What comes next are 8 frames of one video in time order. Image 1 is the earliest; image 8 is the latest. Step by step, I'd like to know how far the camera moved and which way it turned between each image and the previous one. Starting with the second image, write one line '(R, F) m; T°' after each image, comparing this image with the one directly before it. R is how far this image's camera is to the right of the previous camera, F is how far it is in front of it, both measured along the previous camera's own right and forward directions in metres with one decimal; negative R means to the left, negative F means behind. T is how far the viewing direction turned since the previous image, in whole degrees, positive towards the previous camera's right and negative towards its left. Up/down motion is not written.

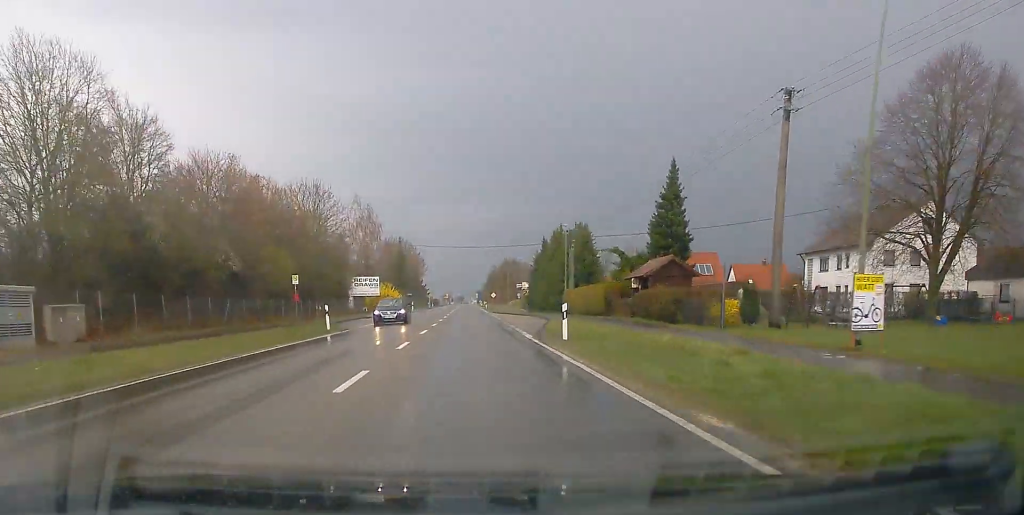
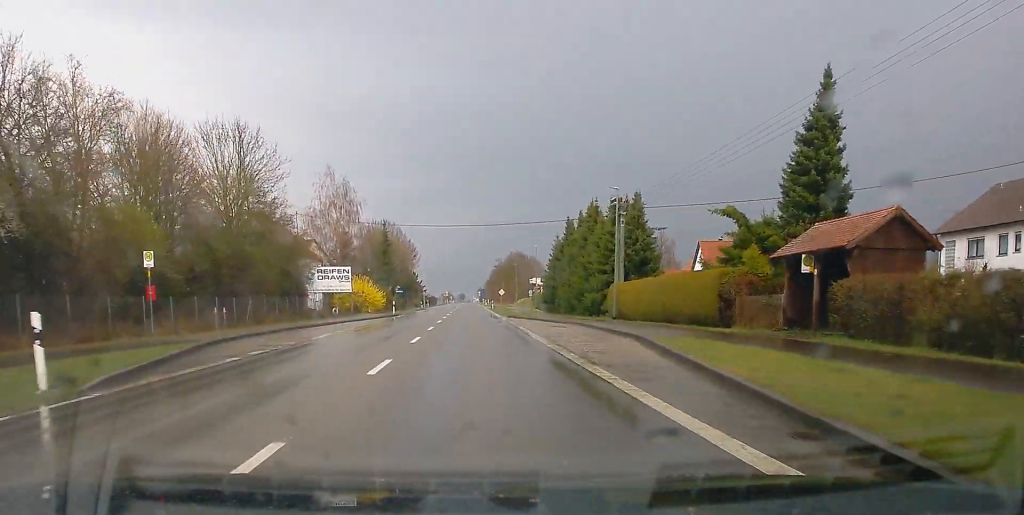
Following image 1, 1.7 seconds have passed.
(-0.1, +24.4) m; -1°
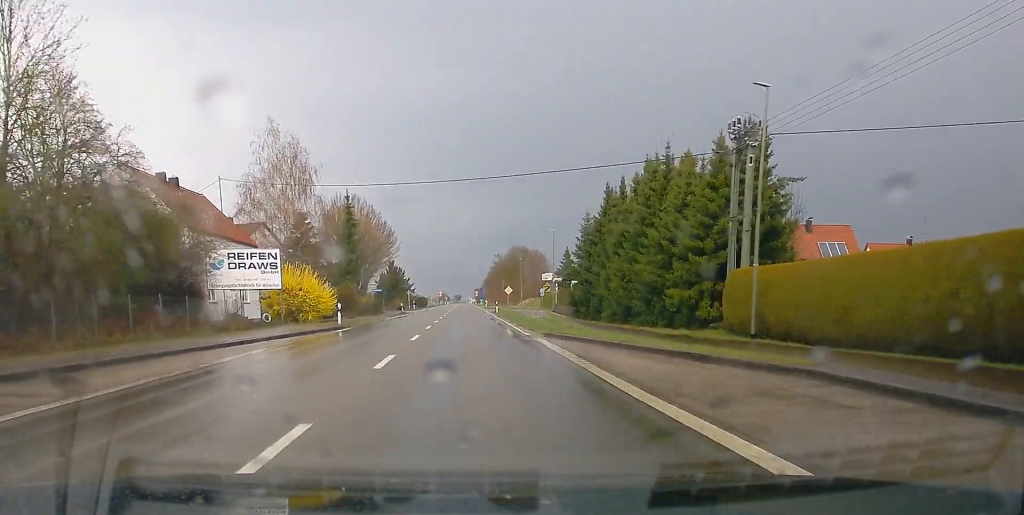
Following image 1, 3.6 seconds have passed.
(-0.4, +25.8) m; 0°
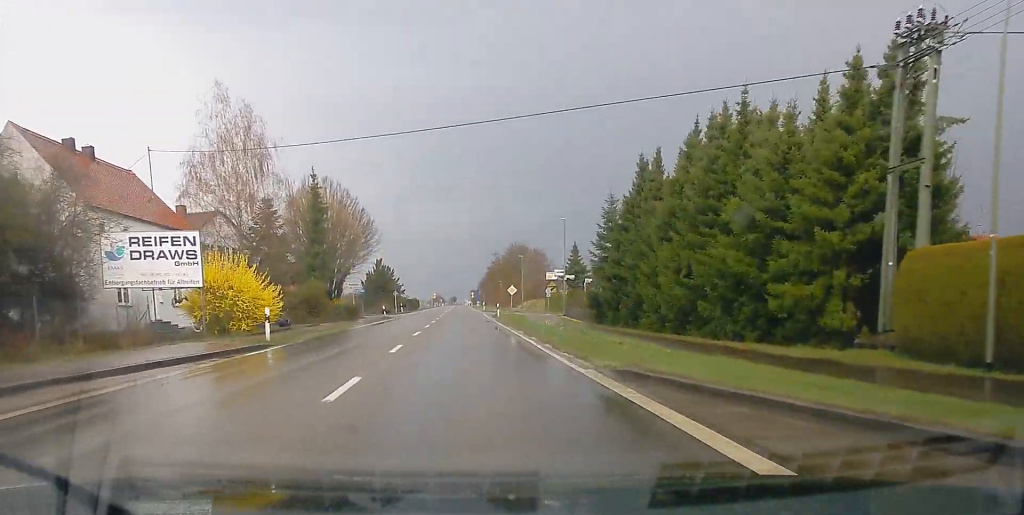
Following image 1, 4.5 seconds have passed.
(+0.1, +13.3) m; 0°
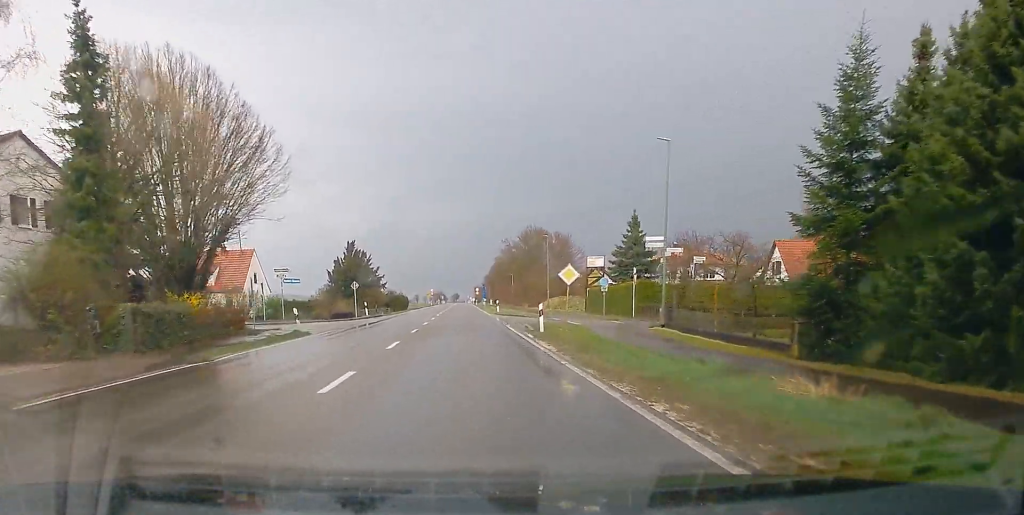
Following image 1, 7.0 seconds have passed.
(+0.4, +35.2) m; +1°
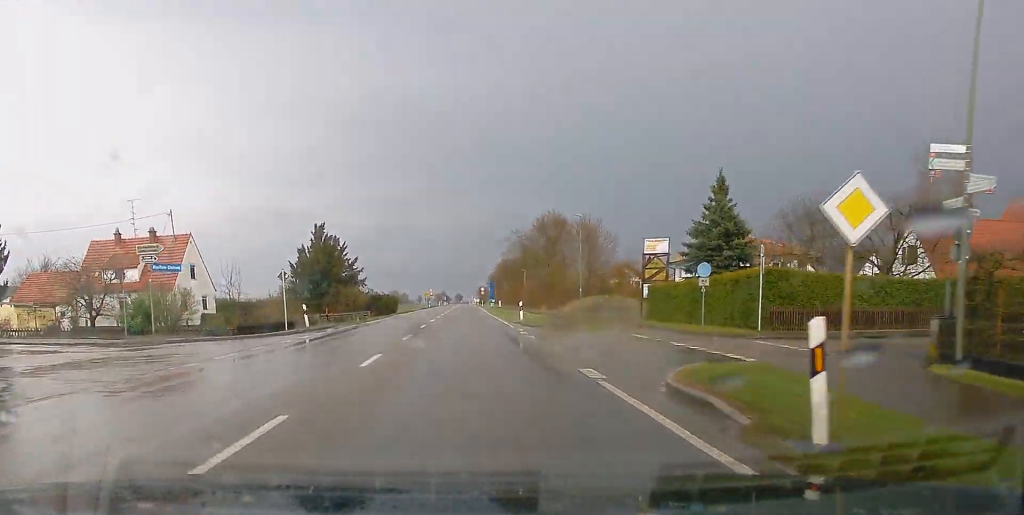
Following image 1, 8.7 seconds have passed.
(+0.1, +22.6) m; 0°
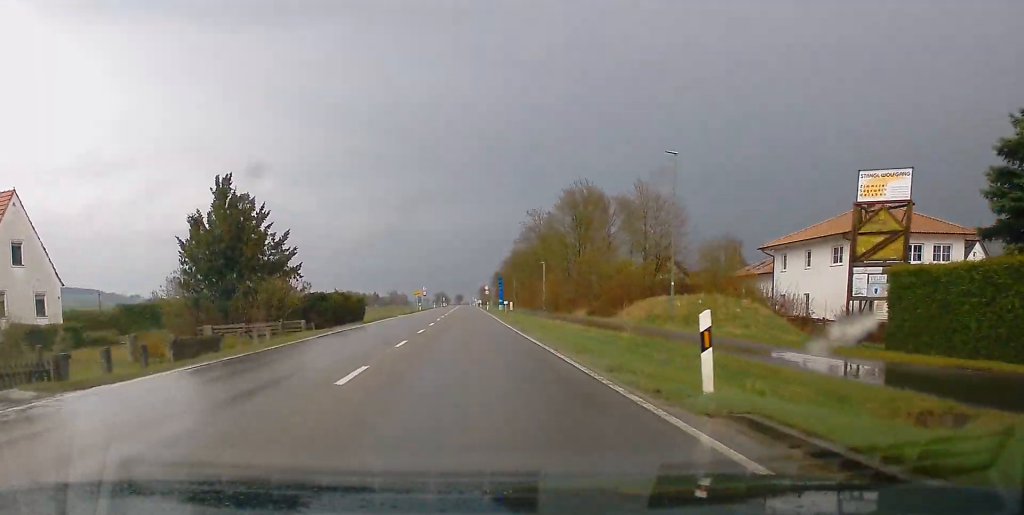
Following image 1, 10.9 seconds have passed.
(-0.1, +29.9) m; 0°
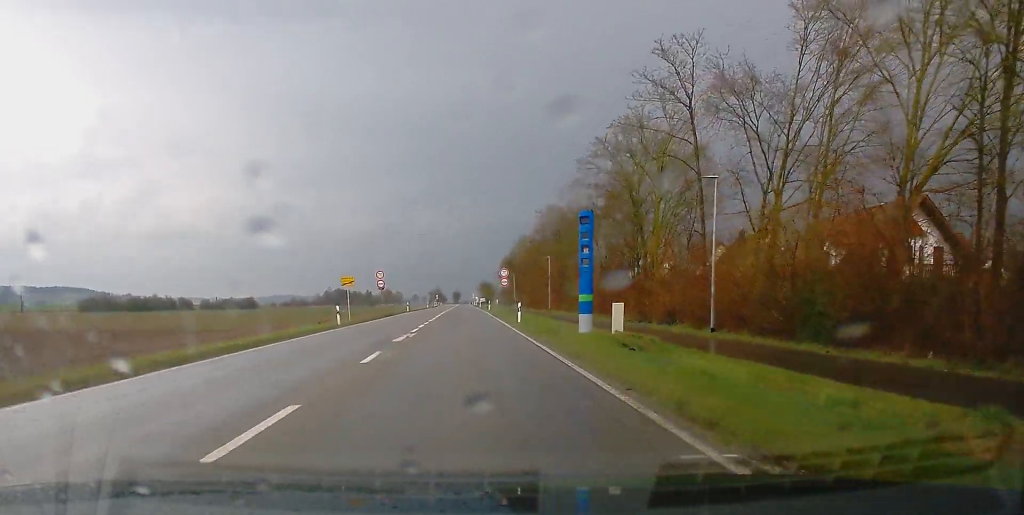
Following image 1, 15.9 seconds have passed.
(-0.1, +66.2) m; 0°
